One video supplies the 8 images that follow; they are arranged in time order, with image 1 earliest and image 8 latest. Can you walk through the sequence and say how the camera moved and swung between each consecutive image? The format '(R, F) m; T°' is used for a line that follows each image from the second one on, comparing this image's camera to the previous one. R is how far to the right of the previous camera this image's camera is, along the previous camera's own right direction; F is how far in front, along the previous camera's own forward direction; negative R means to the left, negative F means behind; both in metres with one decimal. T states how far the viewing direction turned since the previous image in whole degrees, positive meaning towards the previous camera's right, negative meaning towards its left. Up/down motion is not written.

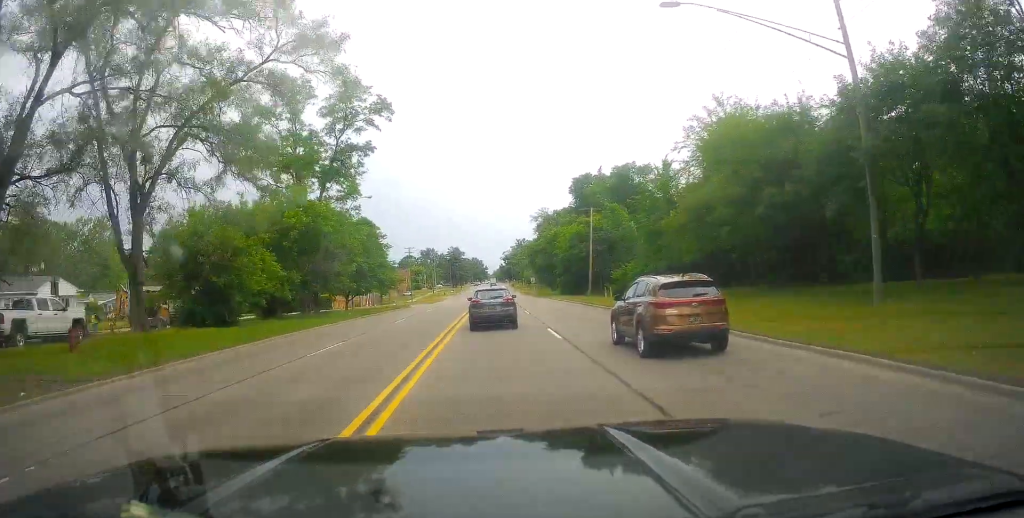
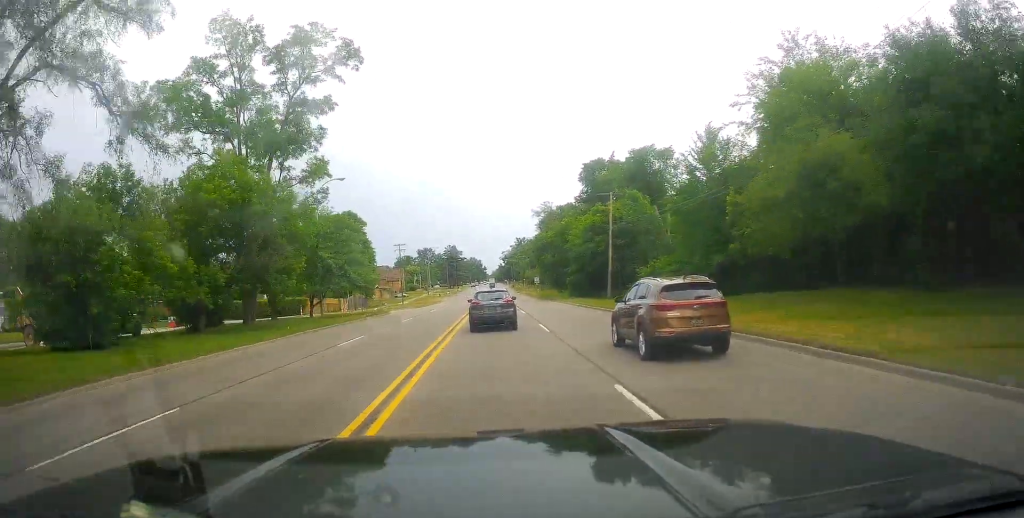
(0.0, +11.7) m; -1°
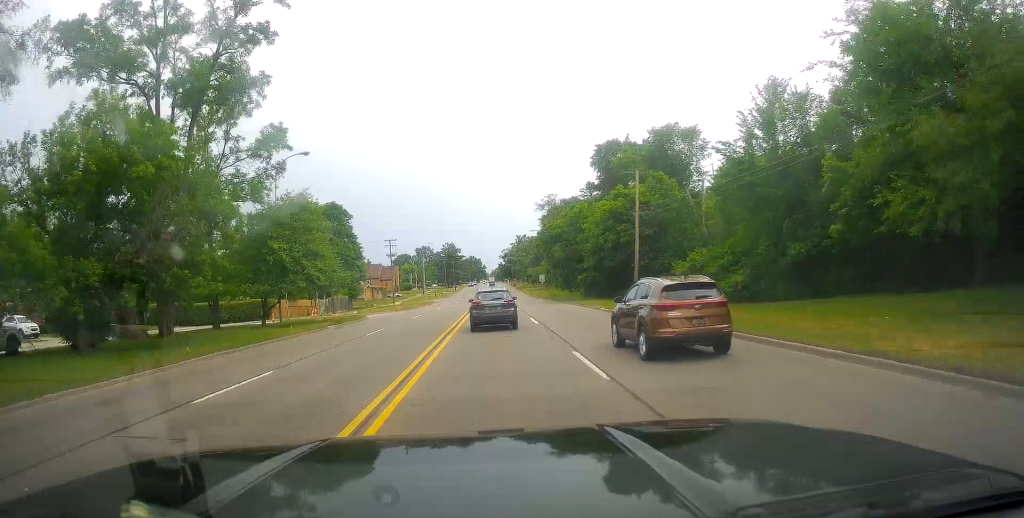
(+0.2, +10.5) m; -1°
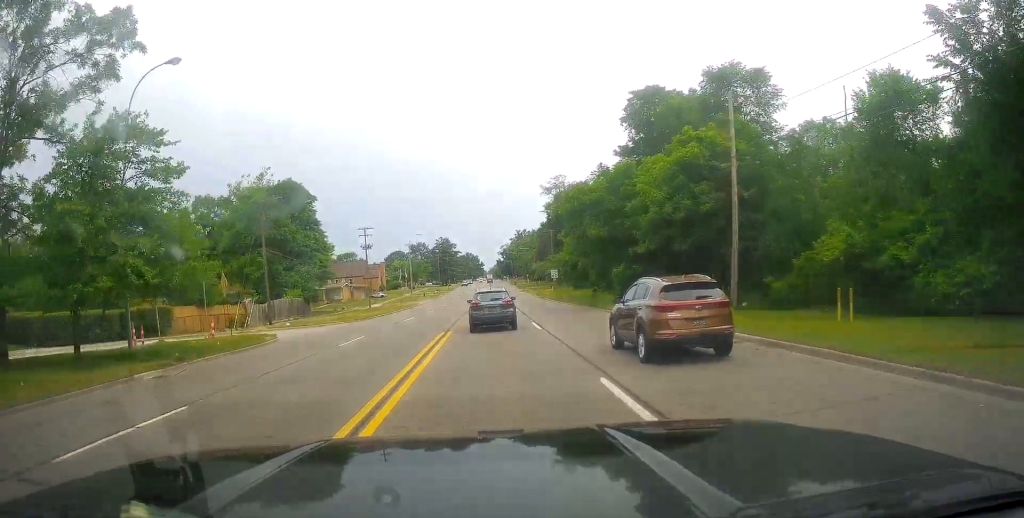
(-0.8, +19.2) m; 0°
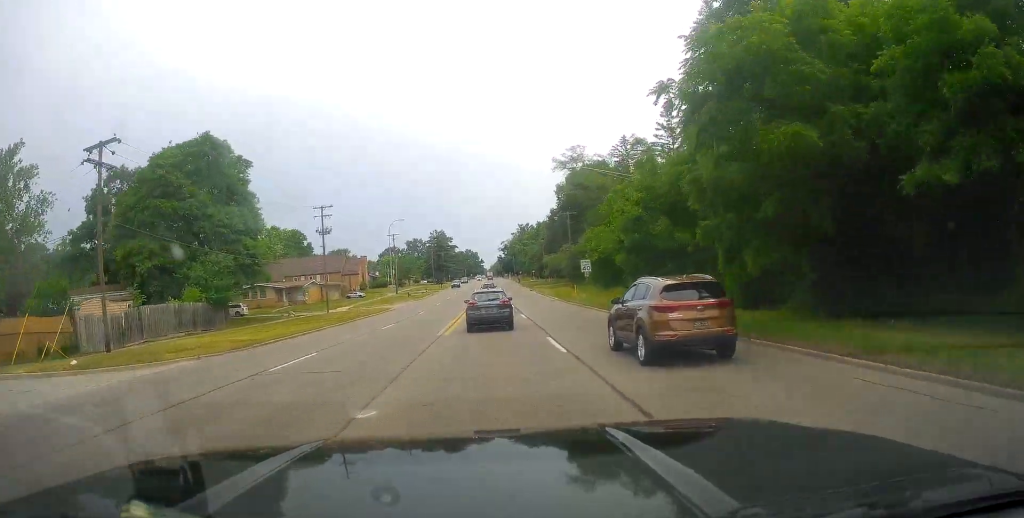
(+0.8, +22.2) m; +1°
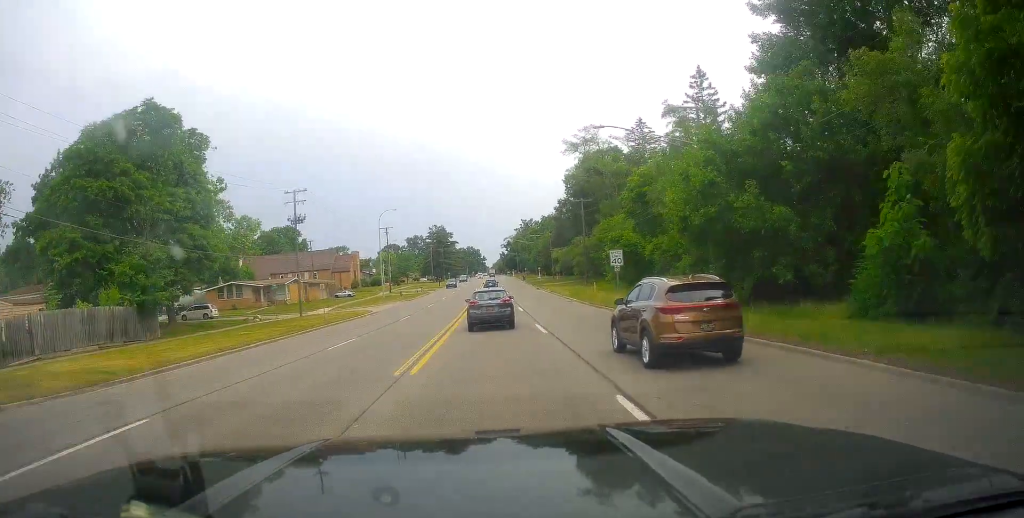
(-0.2, +9.8) m; 0°
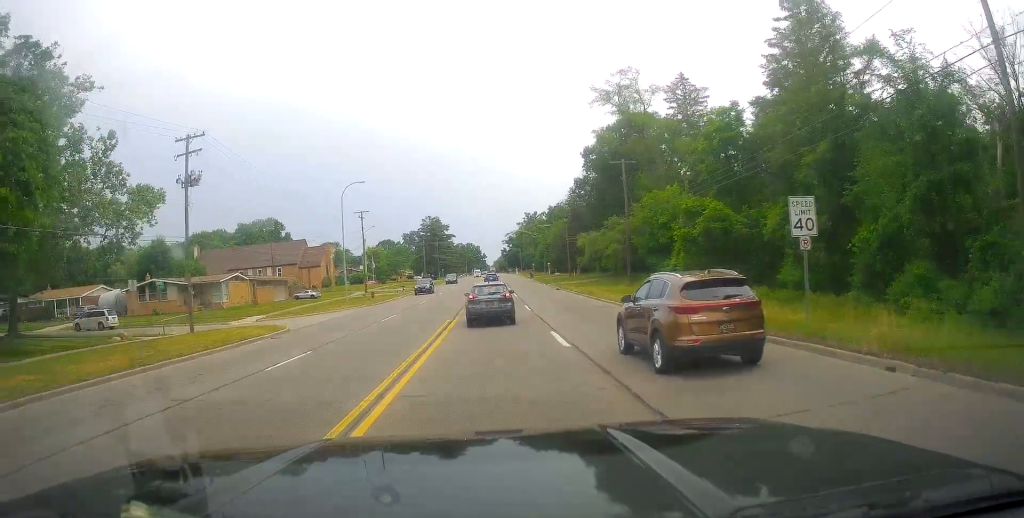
(+0.2, +20.6) m; -1°
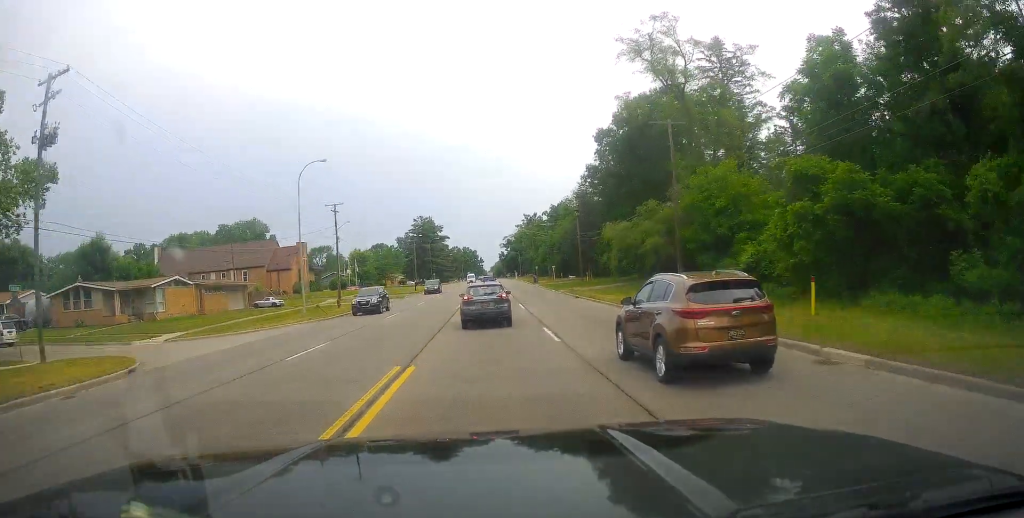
(-0.3, +13.3) m; 0°
